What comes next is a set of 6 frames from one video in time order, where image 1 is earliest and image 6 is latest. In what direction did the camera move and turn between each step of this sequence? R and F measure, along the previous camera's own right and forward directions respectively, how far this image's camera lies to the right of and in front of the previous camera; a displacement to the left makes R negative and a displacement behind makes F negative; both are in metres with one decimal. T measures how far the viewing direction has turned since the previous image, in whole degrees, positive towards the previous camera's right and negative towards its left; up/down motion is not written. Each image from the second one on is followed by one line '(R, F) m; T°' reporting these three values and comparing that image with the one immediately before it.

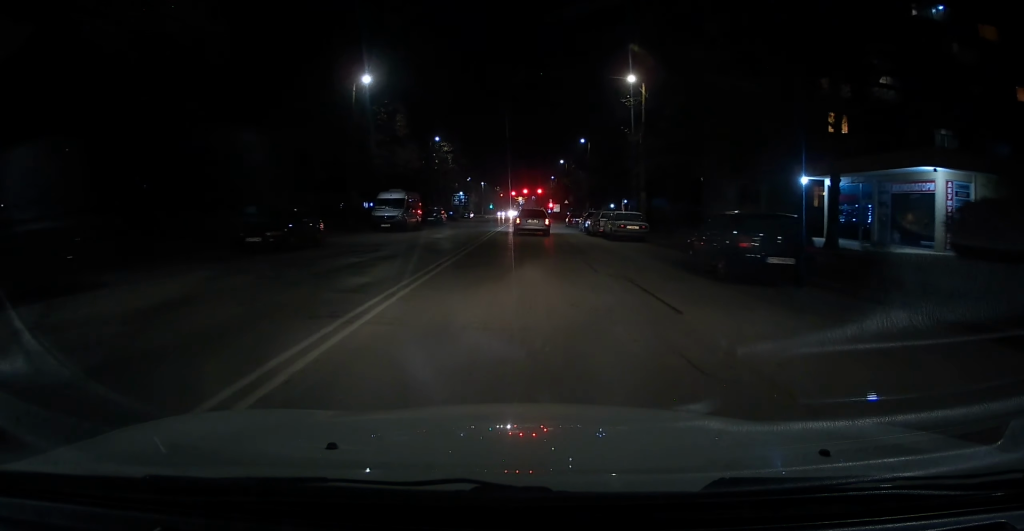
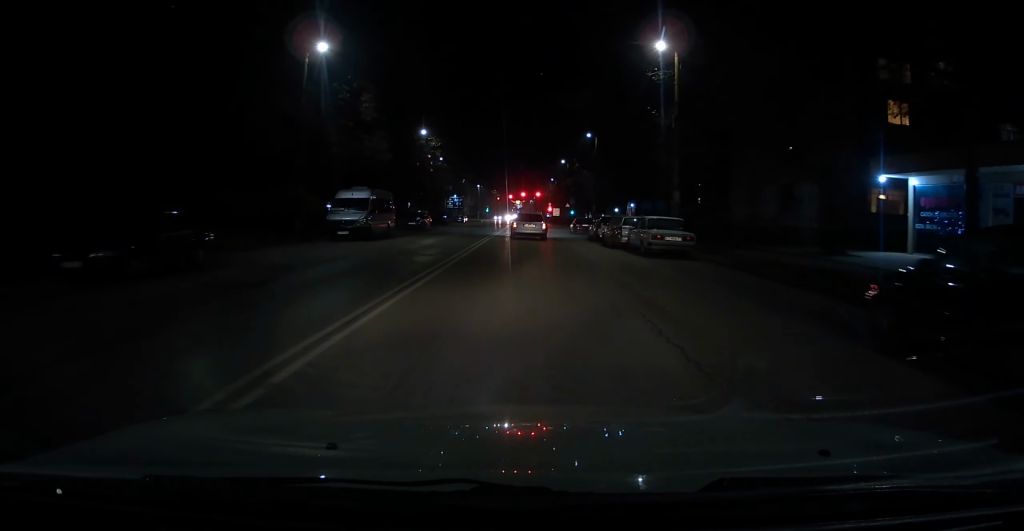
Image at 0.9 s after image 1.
(-0.3, +8.2) m; -2°
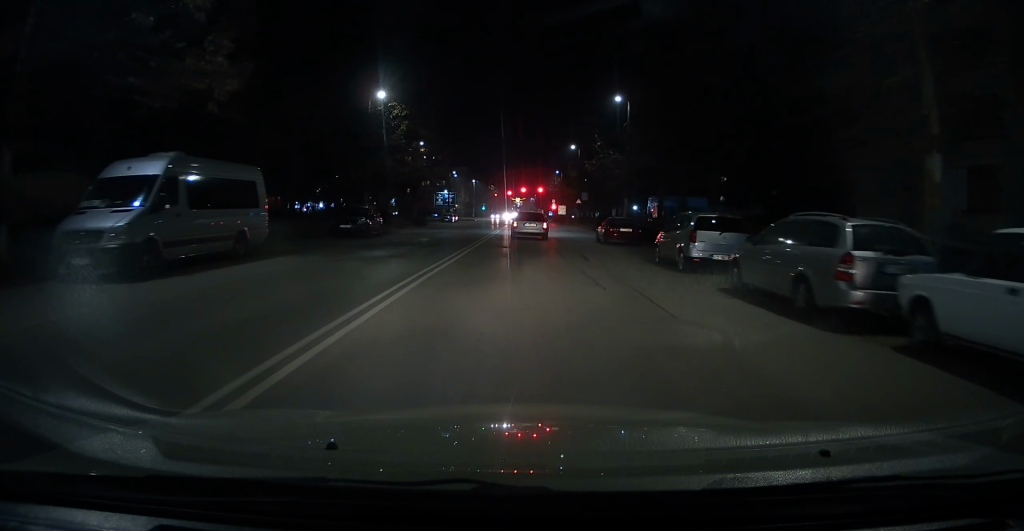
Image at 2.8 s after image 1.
(0.0, +18.2) m; 0°
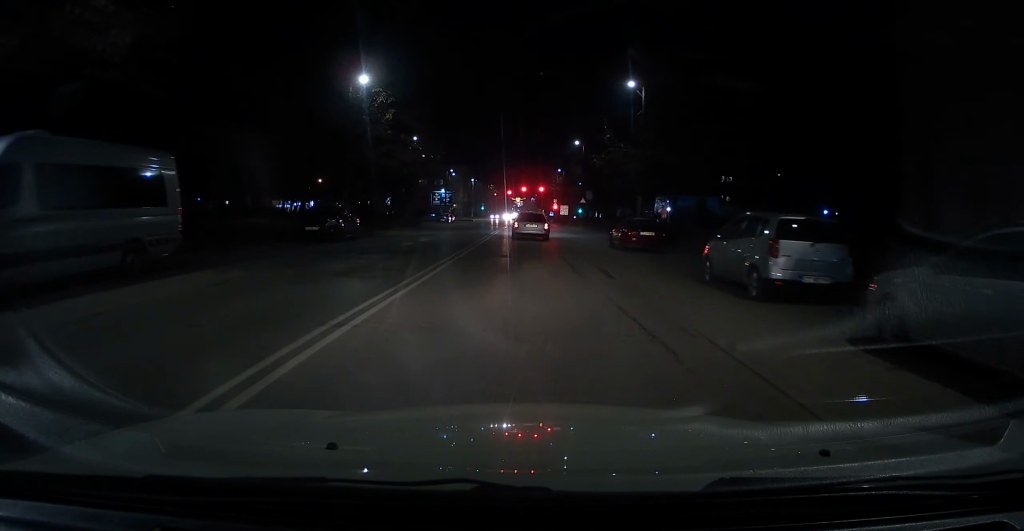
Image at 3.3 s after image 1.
(0.0, +4.9) m; 0°
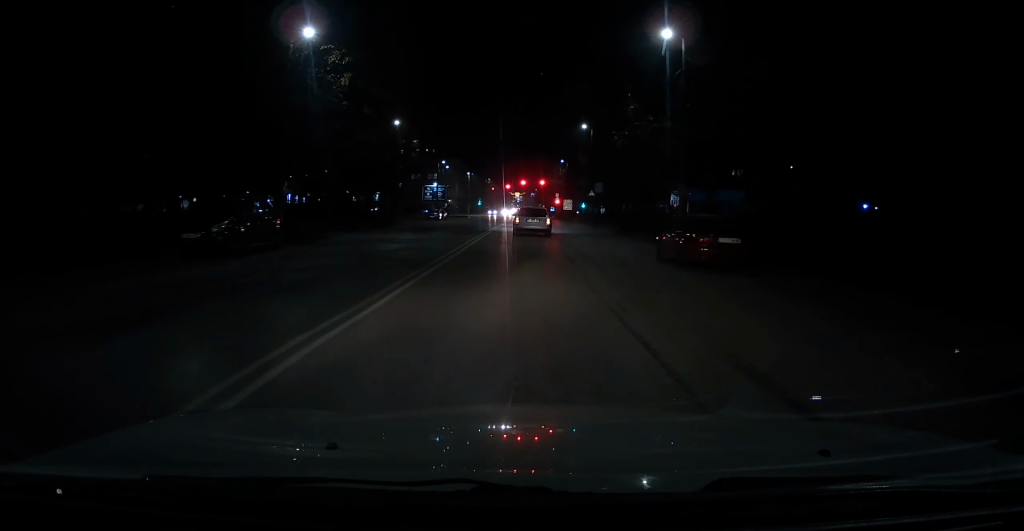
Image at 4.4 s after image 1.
(0.0, +9.8) m; 0°
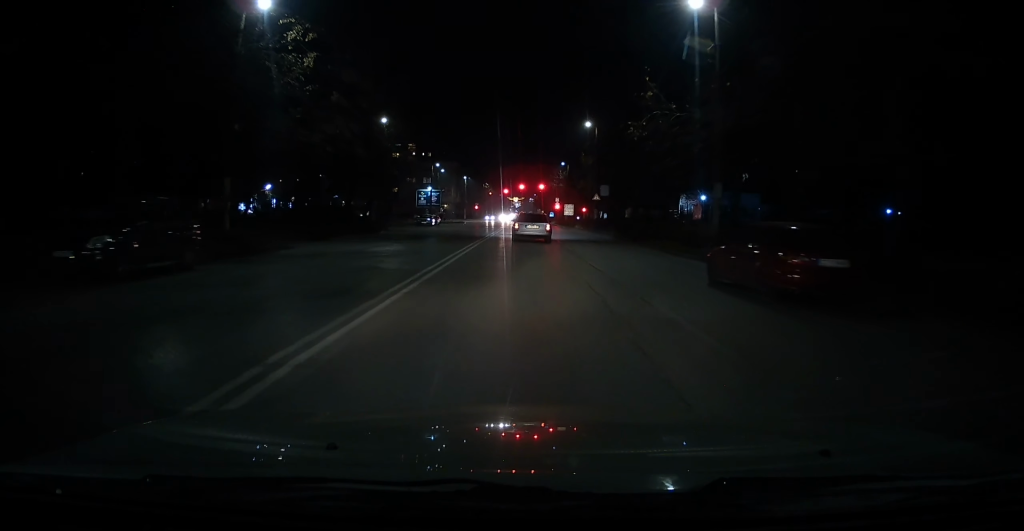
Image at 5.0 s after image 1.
(0.0, +5.2) m; 0°
